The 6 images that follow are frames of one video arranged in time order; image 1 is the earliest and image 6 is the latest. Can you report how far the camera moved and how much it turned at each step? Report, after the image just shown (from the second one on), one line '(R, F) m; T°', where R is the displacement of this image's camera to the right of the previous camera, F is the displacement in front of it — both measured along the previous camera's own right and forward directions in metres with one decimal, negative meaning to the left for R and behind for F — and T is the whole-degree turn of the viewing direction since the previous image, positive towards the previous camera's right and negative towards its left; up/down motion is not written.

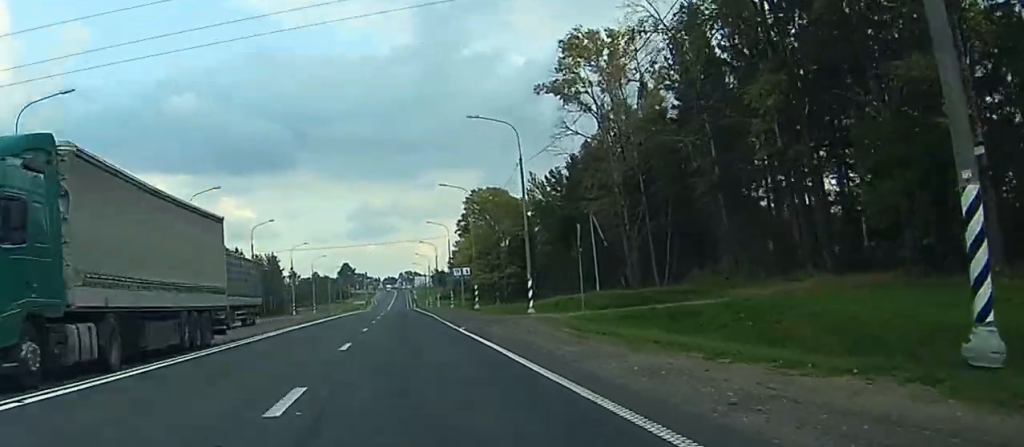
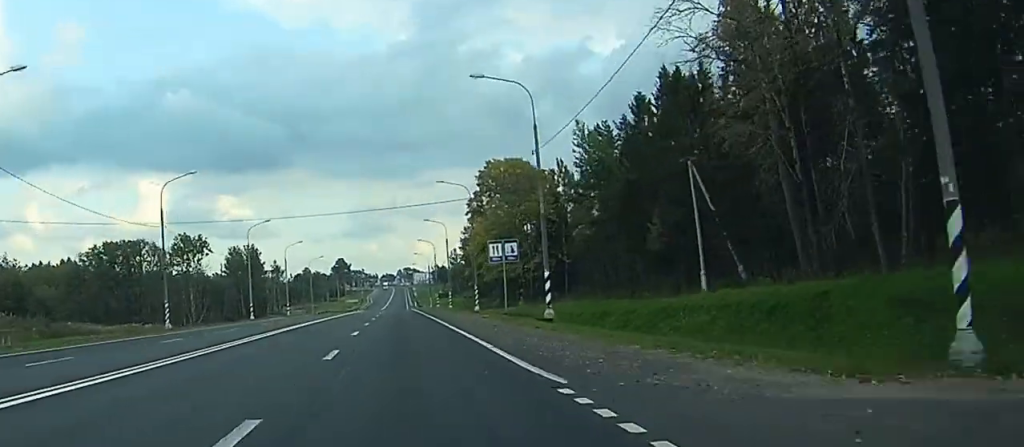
(-0.1, +38.8) m; +1°
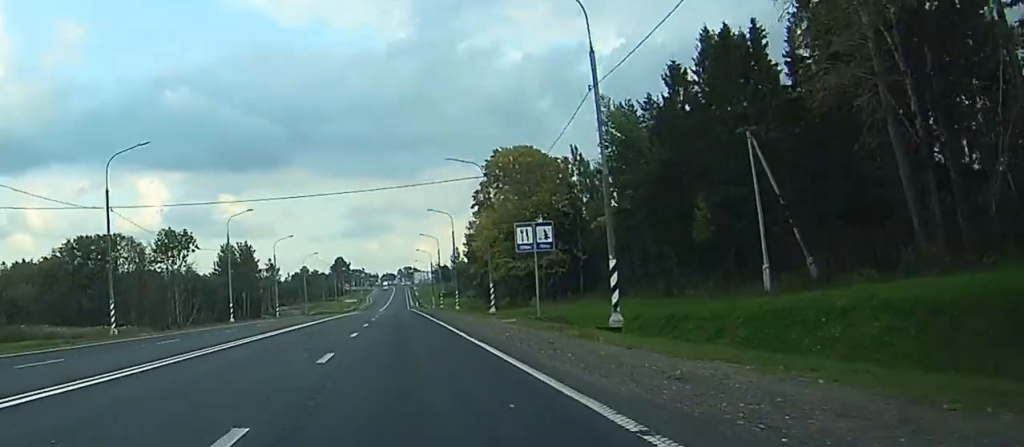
(+0.2, +12.3) m; +1°
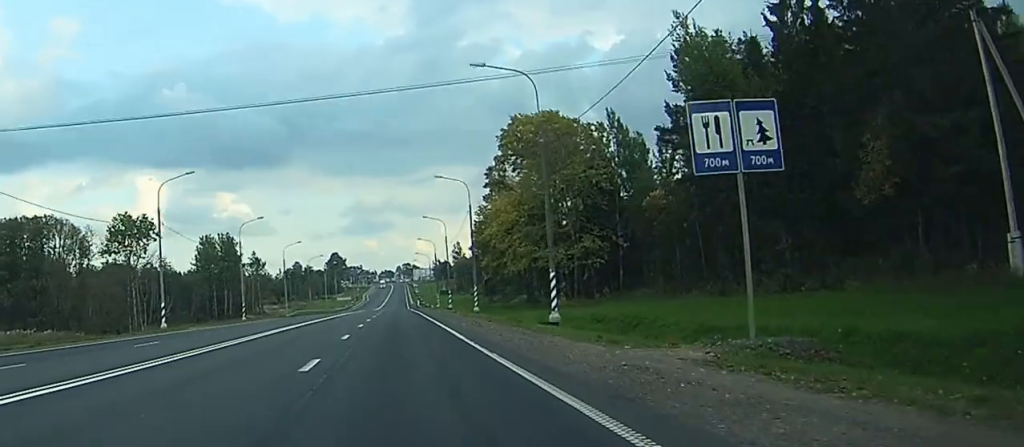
(+0.5, +25.3) m; -1°
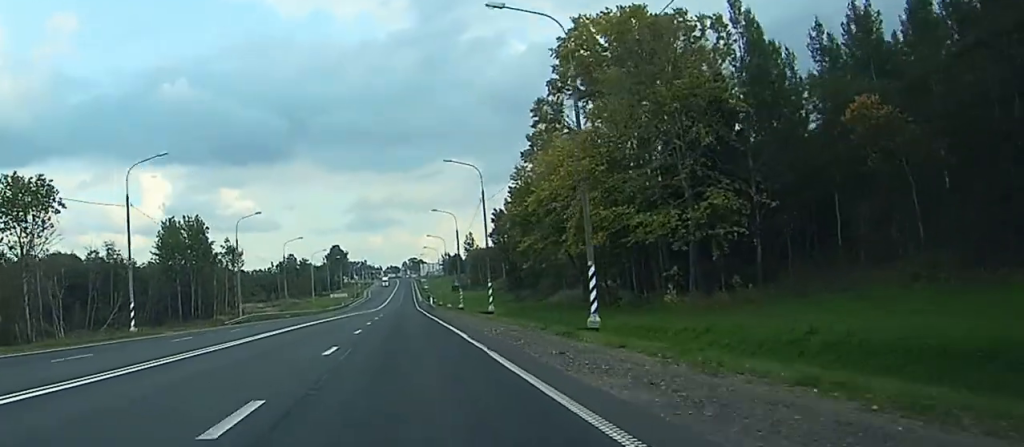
(-1.3, +41.9) m; -1°
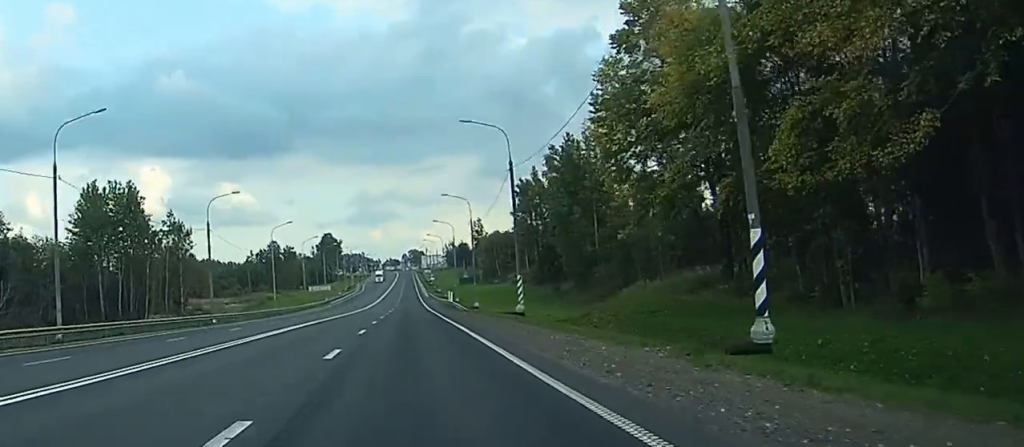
(+0.2, +49.1) m; 0°
